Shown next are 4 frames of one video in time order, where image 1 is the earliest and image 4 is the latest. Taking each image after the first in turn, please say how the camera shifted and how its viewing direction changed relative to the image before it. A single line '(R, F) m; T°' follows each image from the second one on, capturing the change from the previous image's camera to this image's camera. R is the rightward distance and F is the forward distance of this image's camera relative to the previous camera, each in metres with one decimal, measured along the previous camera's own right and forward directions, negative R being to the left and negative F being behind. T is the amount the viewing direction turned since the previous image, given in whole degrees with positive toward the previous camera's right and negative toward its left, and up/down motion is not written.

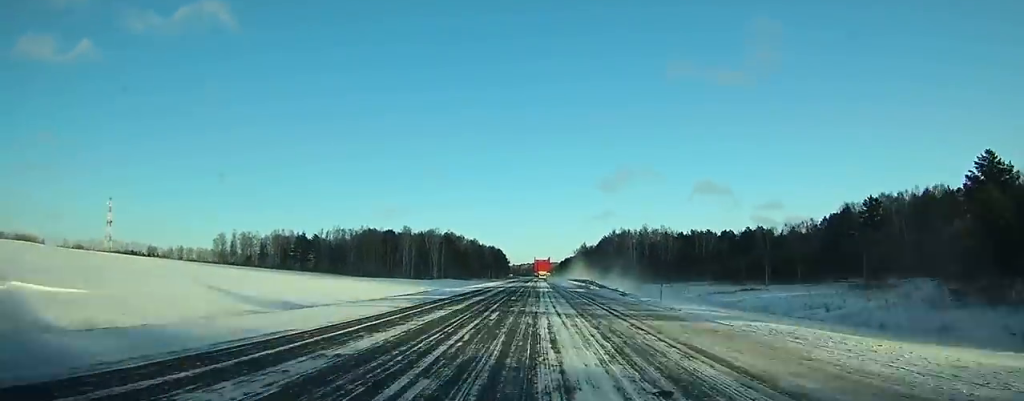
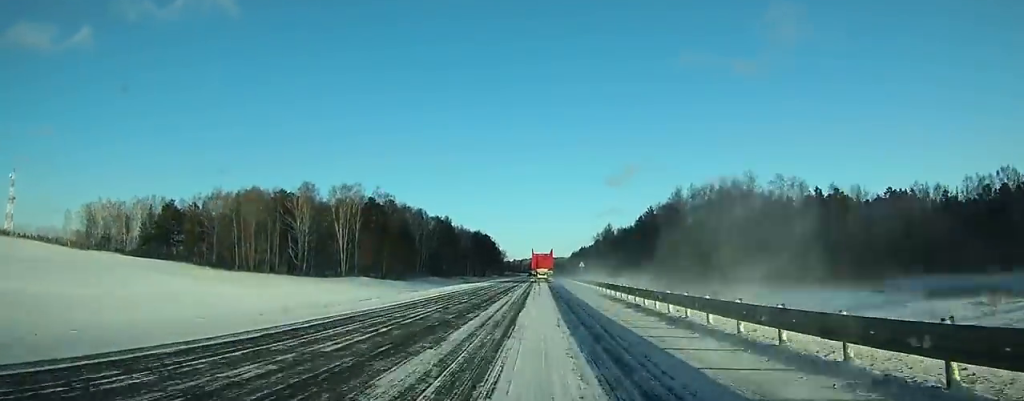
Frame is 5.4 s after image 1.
(-0.4, +129.3) m; -1°
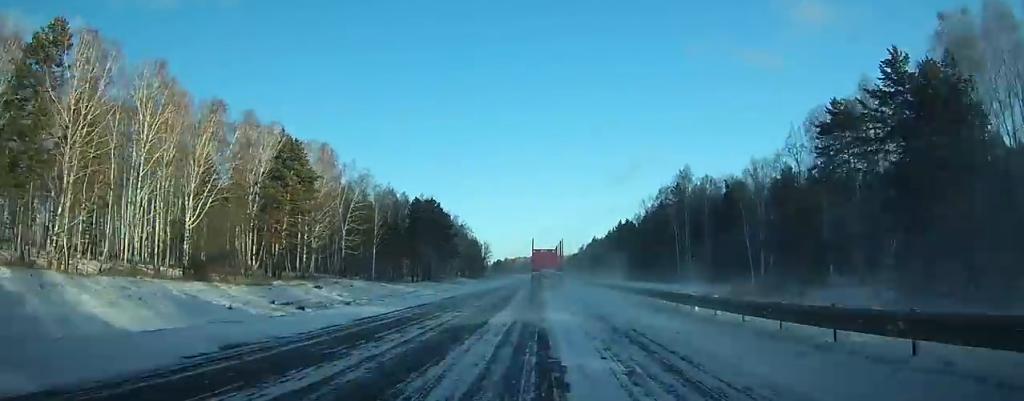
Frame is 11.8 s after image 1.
(-0.8, +147.0) m; +1°
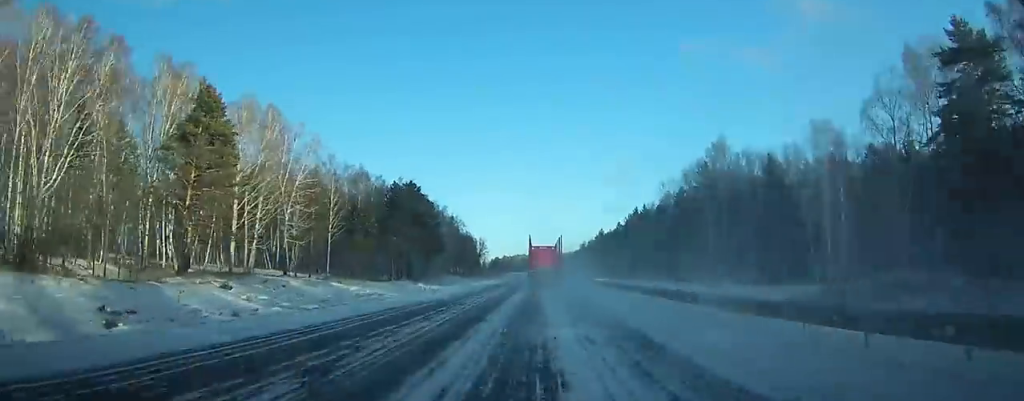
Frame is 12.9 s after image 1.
(0.0, +25.3) m; 0°
